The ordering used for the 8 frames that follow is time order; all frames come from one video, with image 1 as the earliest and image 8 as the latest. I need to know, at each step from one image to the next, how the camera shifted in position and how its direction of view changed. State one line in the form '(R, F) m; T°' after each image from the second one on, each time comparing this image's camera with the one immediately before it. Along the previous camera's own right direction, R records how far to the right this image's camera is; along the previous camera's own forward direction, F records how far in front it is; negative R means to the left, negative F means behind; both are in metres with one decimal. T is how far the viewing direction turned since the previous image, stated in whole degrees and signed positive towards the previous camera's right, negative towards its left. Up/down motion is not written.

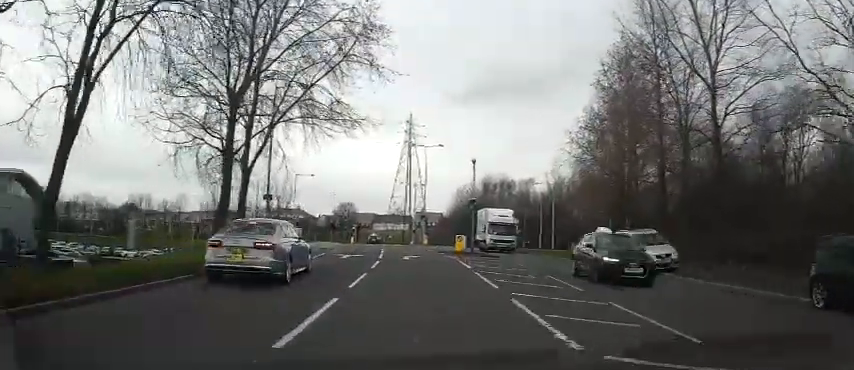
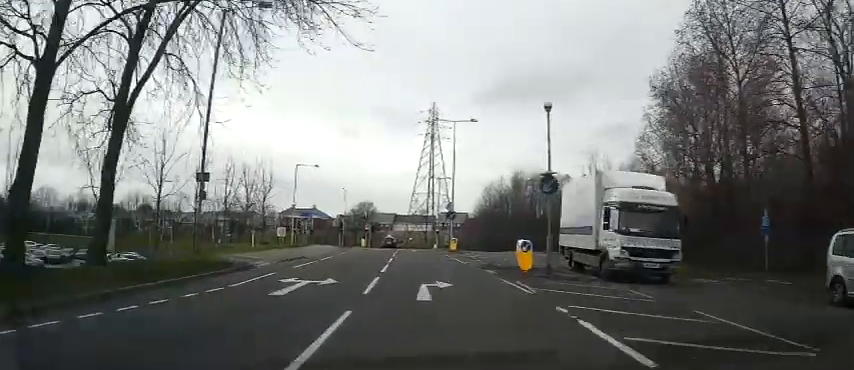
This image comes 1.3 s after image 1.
(-0.2, +12.7) m; -2°
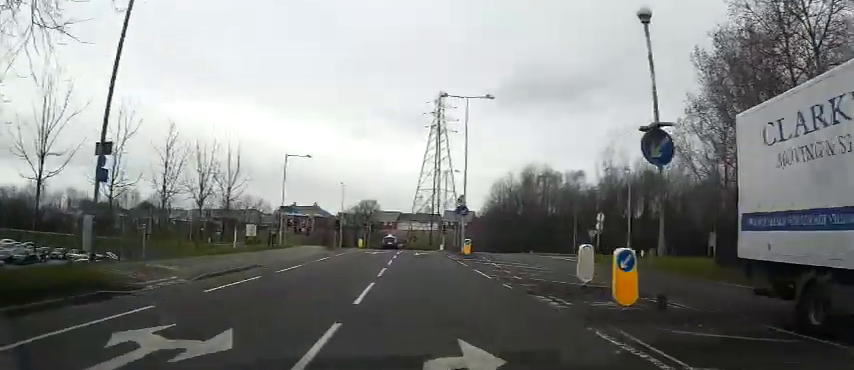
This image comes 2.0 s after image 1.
(-0.1, +7.2) m; -1°
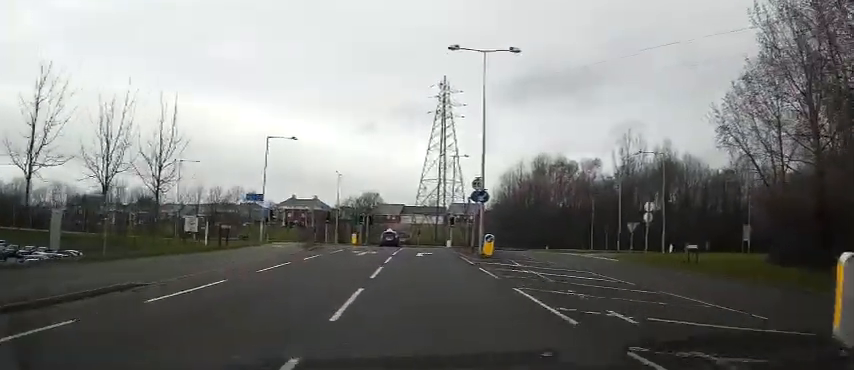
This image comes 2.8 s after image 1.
(-0.1, +8.0) m; -1°
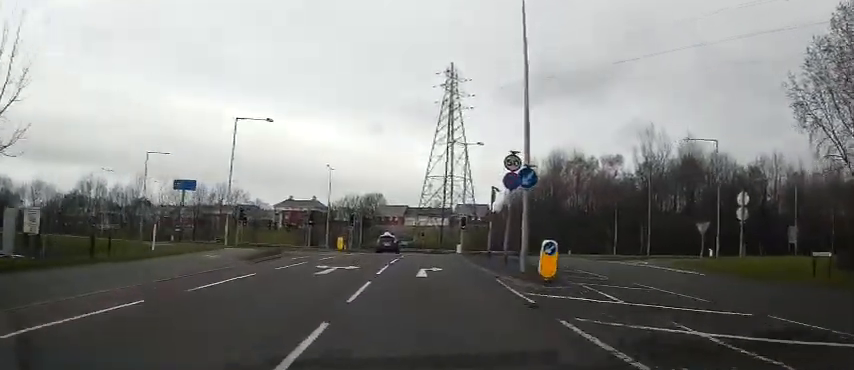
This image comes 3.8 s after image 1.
(-0.1, +9.9) m; 0°
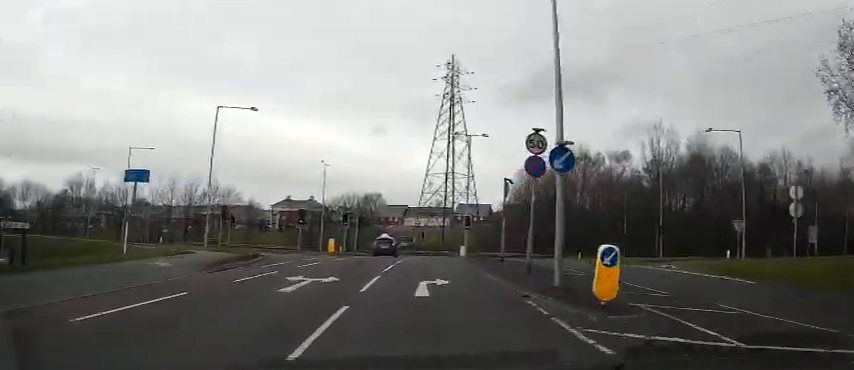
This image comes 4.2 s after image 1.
(0.0, +4.1) m; 0°
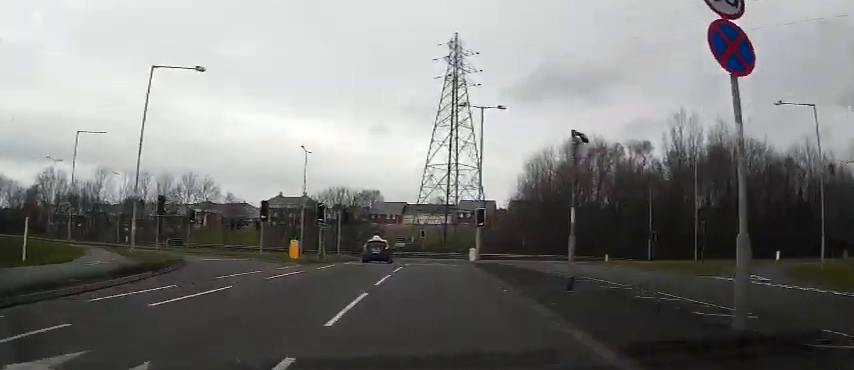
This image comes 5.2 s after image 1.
(+0.1, +9.6) m; 0°
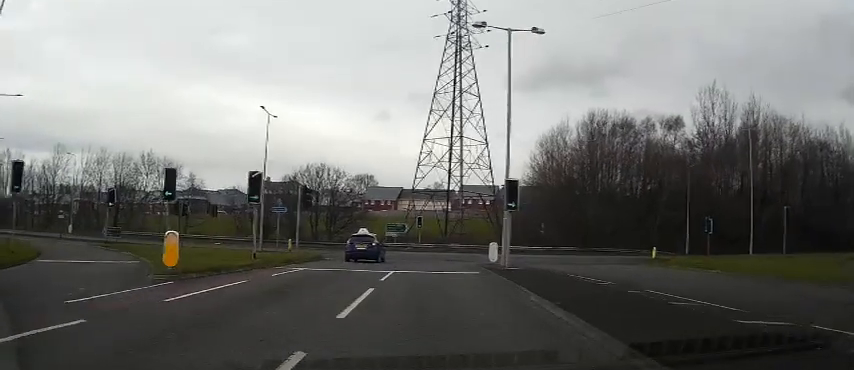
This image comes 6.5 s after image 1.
(0.0, +11.9) m; 0°
